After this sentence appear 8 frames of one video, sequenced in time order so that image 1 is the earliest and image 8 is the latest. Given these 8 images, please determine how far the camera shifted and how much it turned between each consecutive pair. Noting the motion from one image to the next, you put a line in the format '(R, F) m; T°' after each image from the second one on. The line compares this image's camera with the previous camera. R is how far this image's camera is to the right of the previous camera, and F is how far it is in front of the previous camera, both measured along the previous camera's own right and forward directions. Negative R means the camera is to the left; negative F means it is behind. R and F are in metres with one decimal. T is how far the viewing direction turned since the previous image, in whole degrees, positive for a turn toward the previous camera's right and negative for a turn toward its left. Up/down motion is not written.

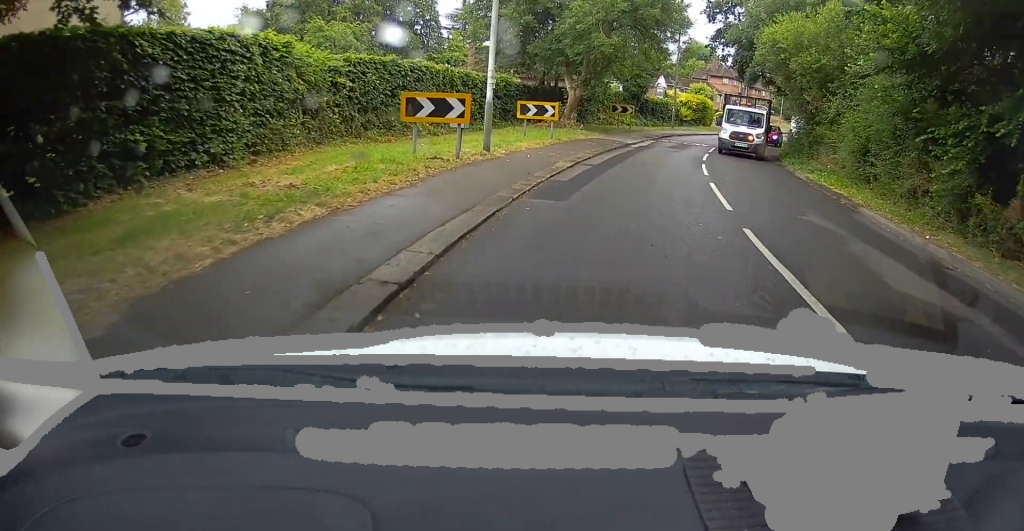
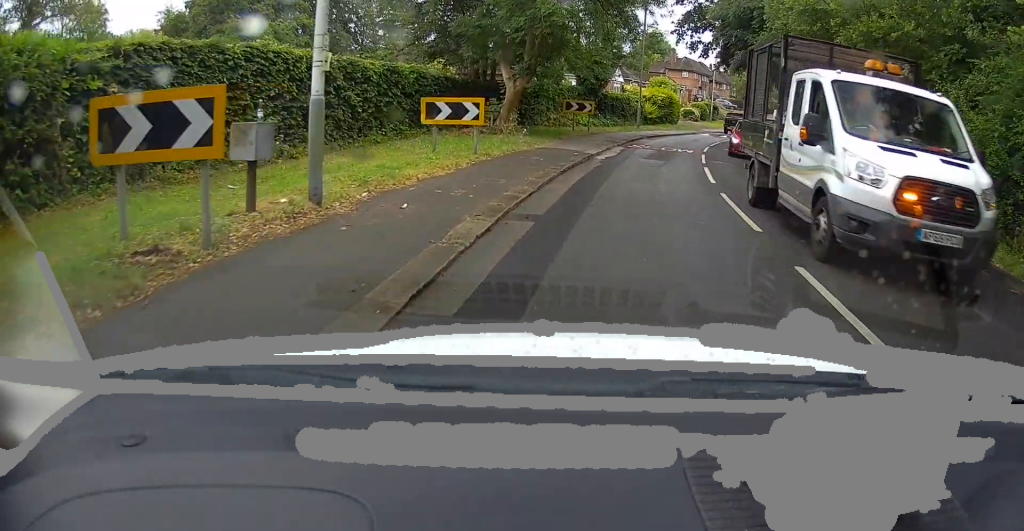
(+0.3, +8.0) m; +7°
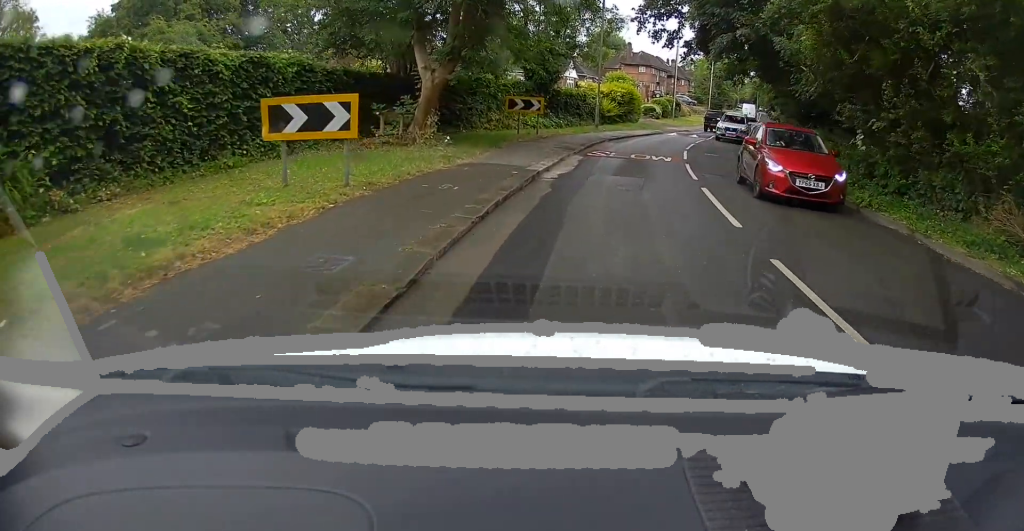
(+0.4, +5.9) m; +5°
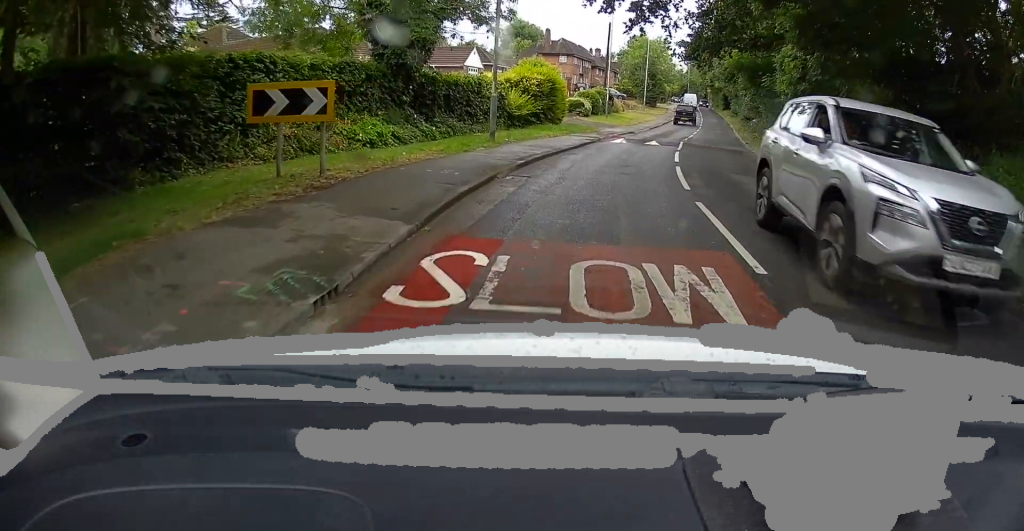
(+1.2, +15.5) m; +8°
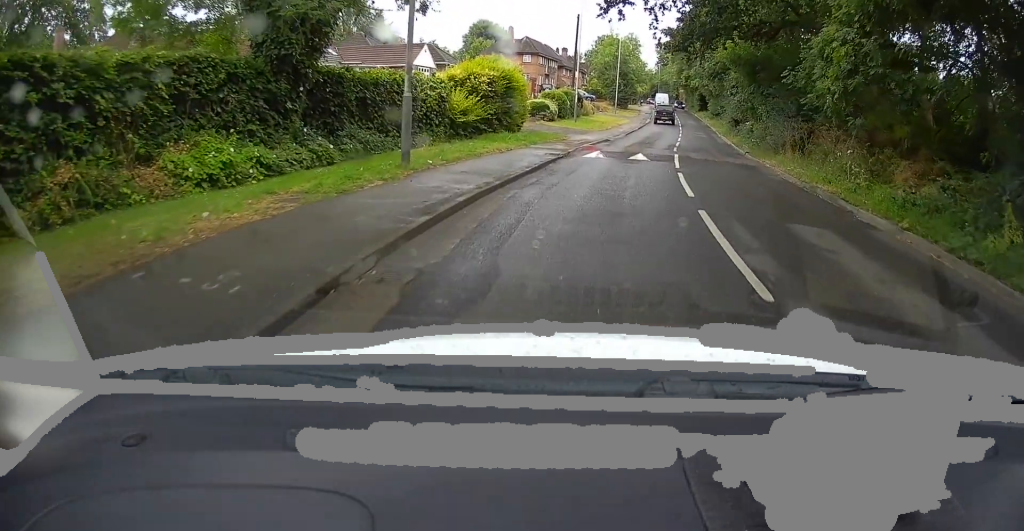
(+0.1, +6.8) m; +3°
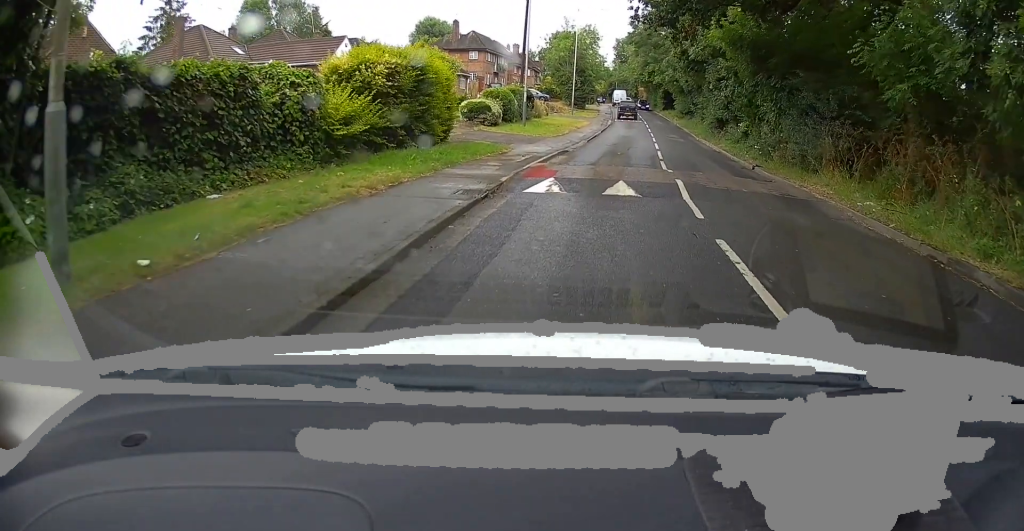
(+0.3, +8.6) m; +3°
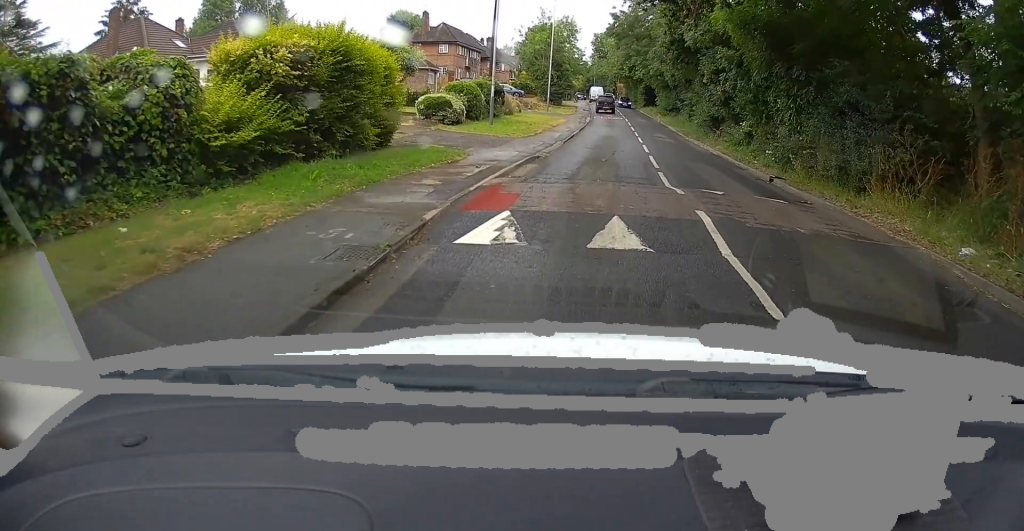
(0.0, +4.9) m; +1°
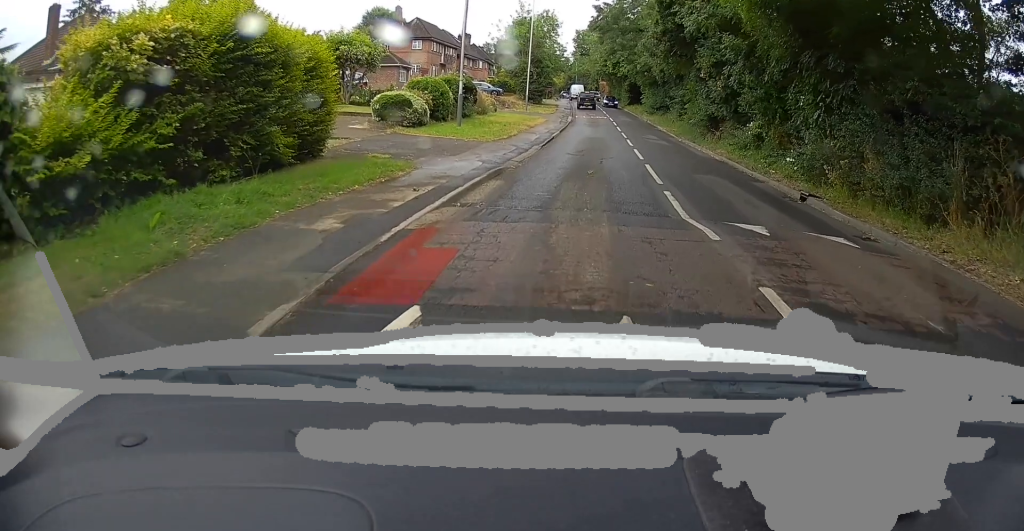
(+0.1, +3.9) m; +2°
